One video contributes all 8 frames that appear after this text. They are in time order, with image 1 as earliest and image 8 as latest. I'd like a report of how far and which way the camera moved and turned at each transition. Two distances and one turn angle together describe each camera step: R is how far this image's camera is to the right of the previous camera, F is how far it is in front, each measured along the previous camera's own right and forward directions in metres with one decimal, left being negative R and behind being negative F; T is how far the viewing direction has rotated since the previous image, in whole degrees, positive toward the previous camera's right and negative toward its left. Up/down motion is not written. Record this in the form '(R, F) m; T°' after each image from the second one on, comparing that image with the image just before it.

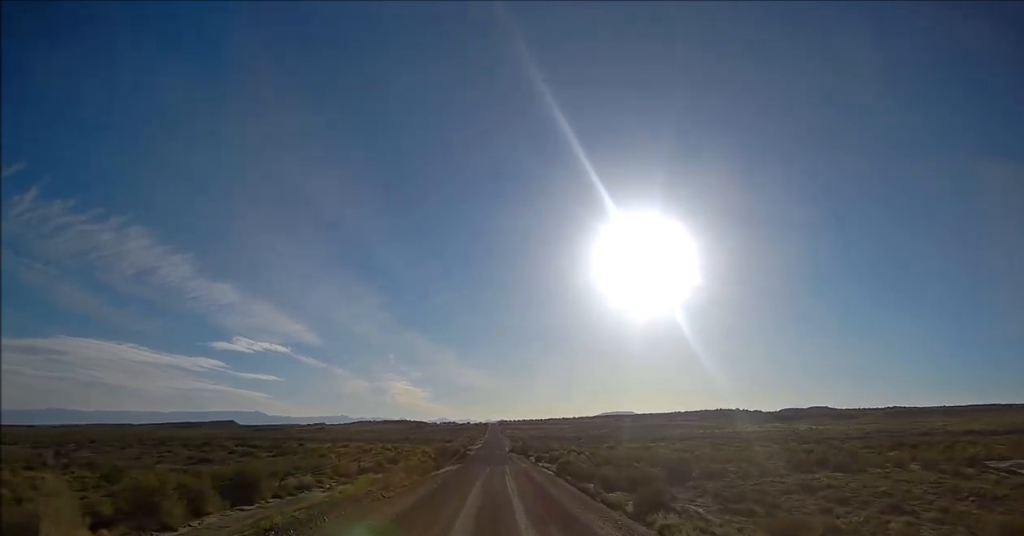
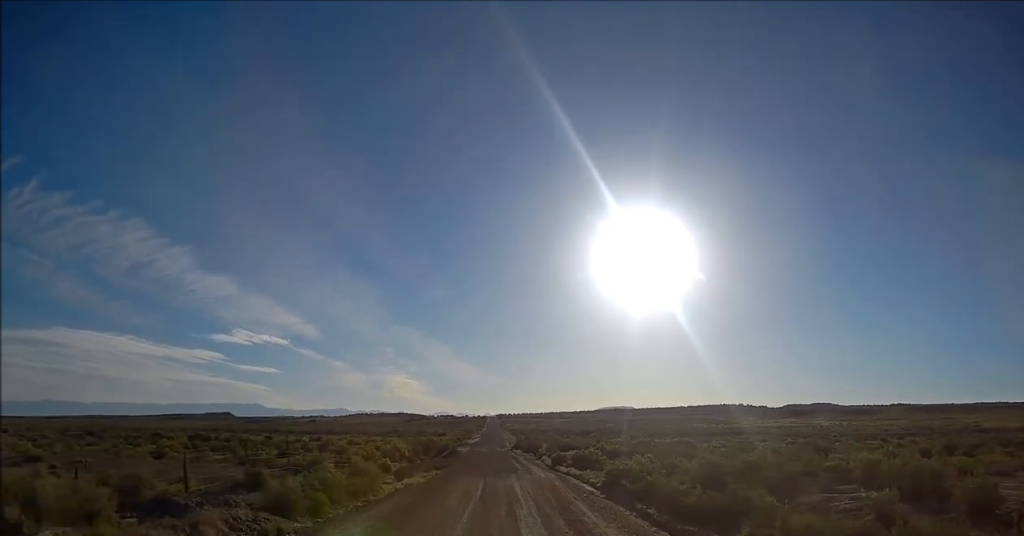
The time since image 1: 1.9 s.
(-0.1, +24.6) m; -1°
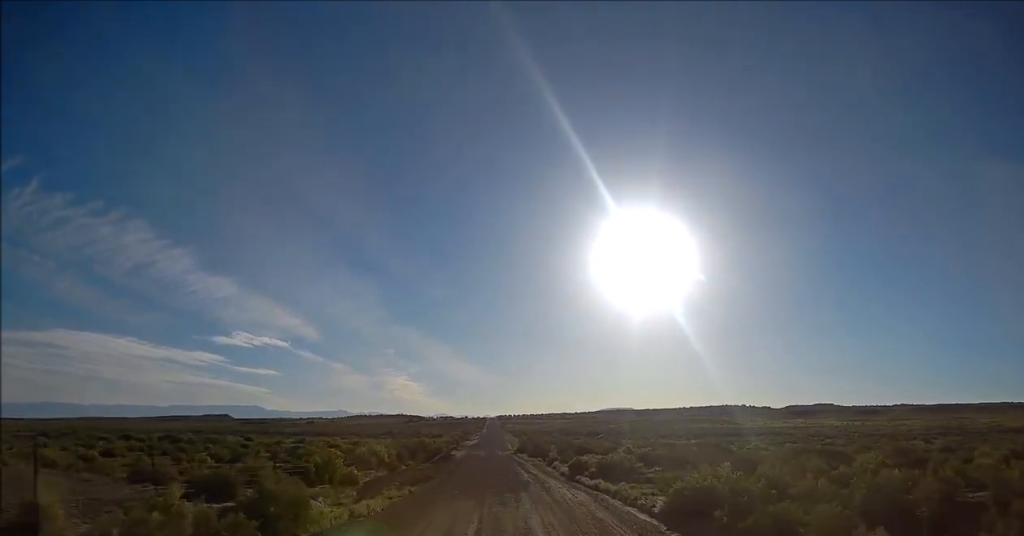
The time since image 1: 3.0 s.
(-0.1, +11.7) m; 0°
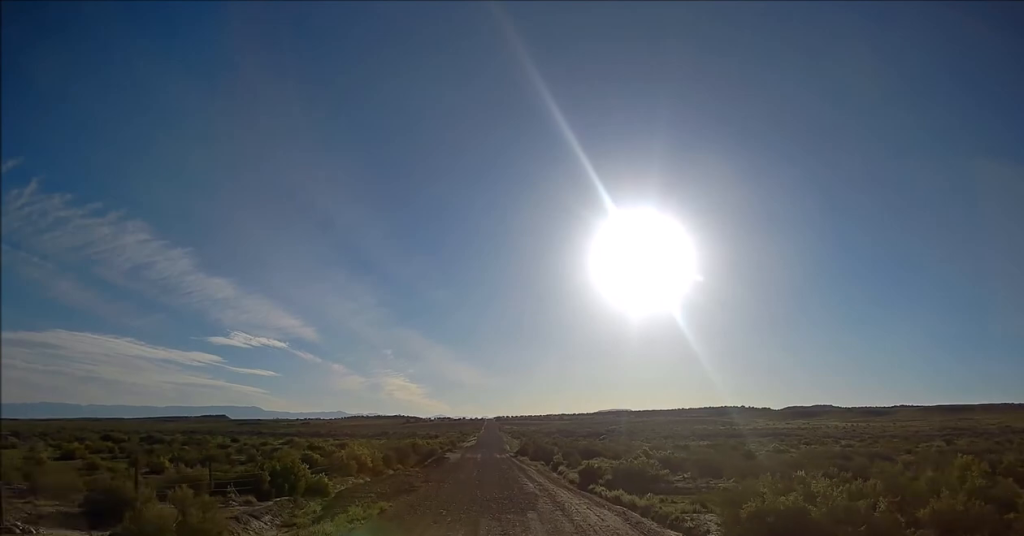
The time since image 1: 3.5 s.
(+0.1, +6.0) m; 0°
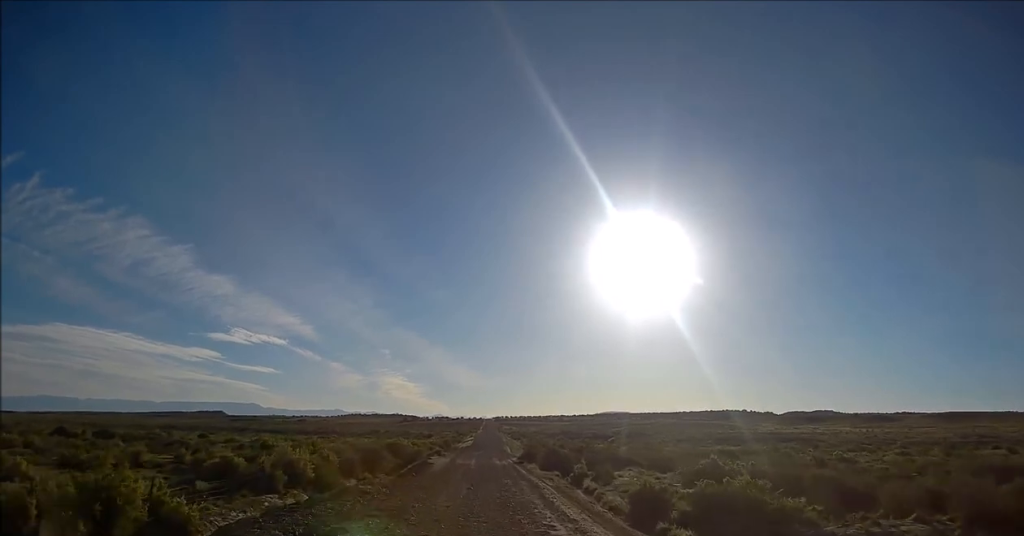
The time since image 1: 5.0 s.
(+0.1, +14.4) m; 0°
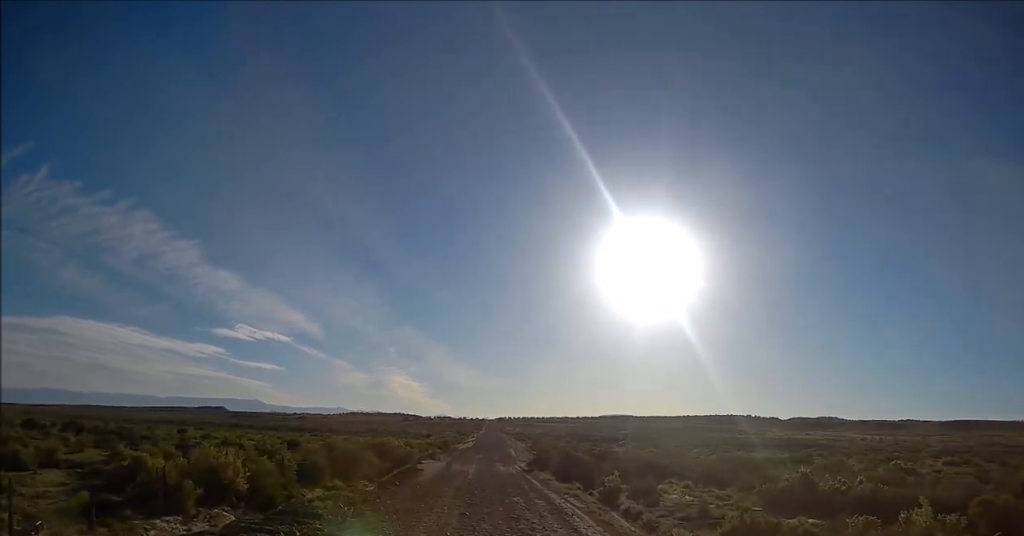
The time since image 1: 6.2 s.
(0.0, +8.9) m; 0°
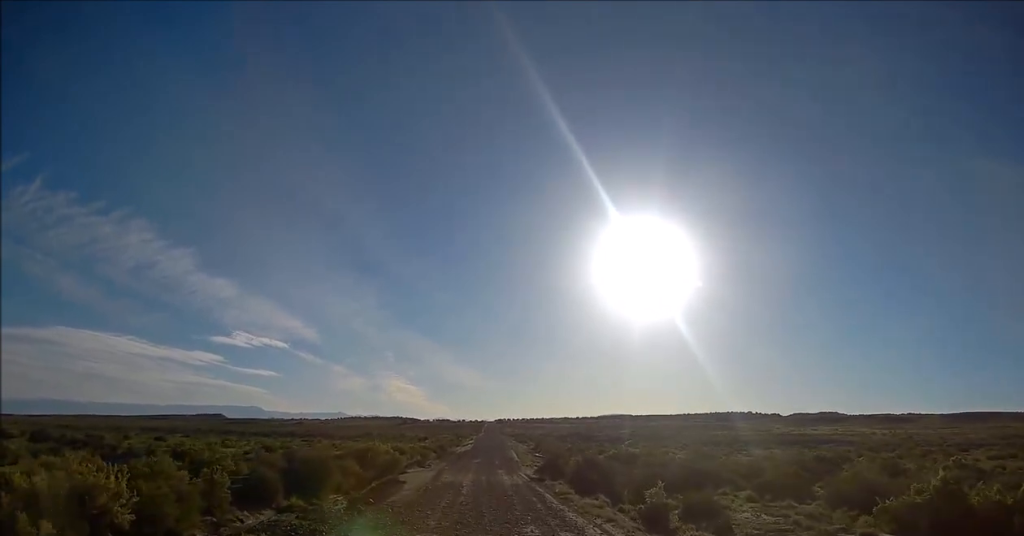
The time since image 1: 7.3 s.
(+0.1, +7.0) m; 0°
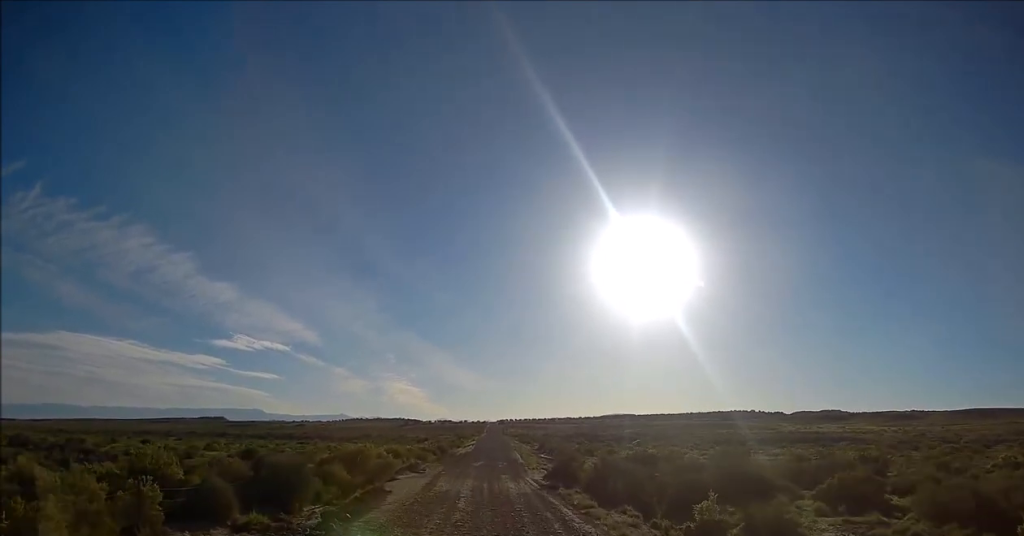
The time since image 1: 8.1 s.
(0.0, +4.6) m; -1°
